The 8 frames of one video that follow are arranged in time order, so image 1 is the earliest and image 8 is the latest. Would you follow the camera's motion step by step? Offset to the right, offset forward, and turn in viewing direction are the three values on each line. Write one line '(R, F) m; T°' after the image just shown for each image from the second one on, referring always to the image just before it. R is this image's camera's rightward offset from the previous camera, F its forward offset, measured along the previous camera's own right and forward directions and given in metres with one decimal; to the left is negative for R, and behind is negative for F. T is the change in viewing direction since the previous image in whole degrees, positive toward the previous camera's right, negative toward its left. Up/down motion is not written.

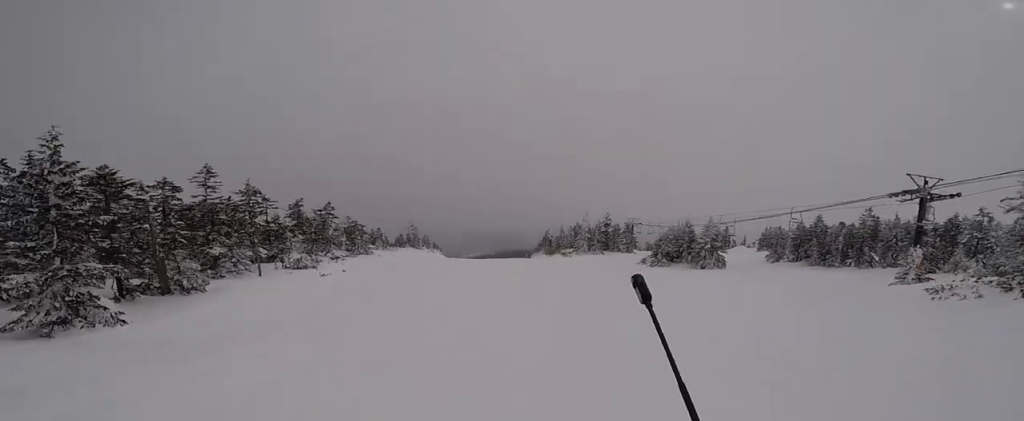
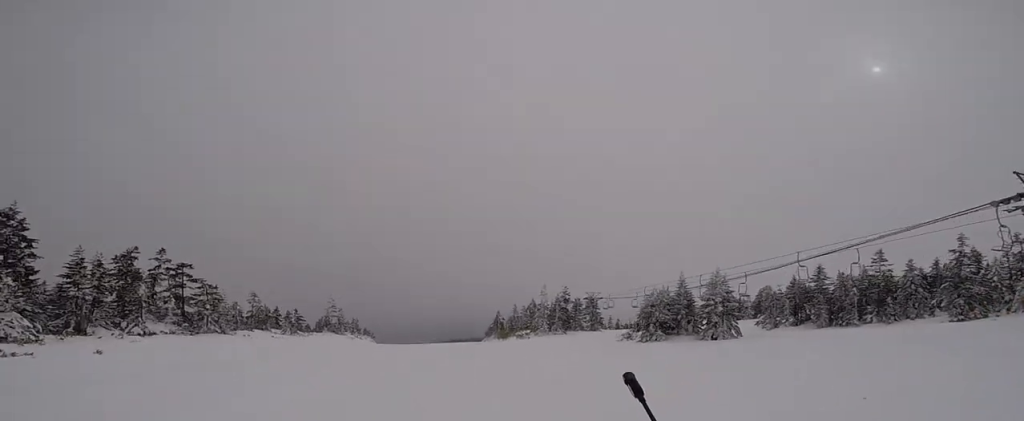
(0.0, +13.5) m; 0°
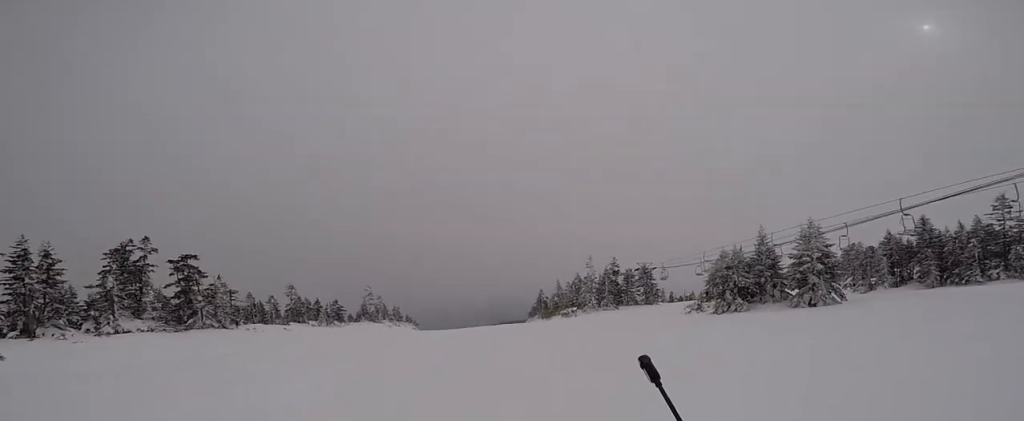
(0.0, +5.2) m; -7°
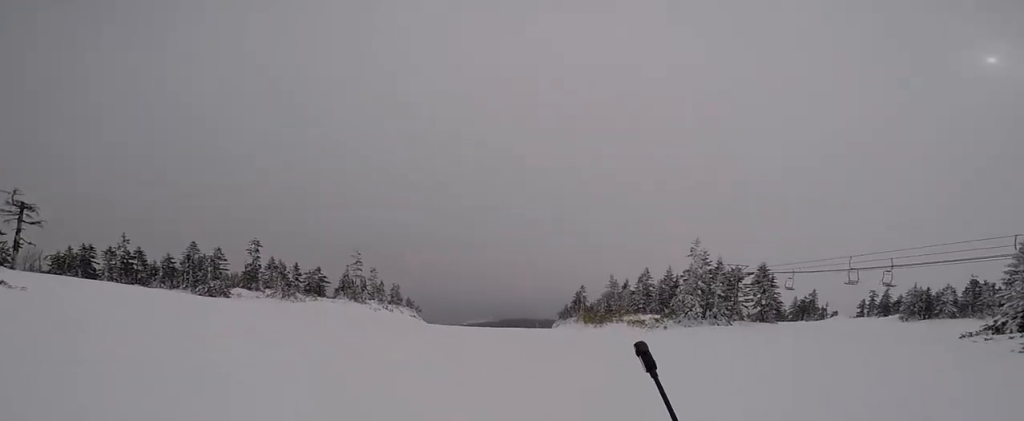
(-0.9, +19.3) m; +7°
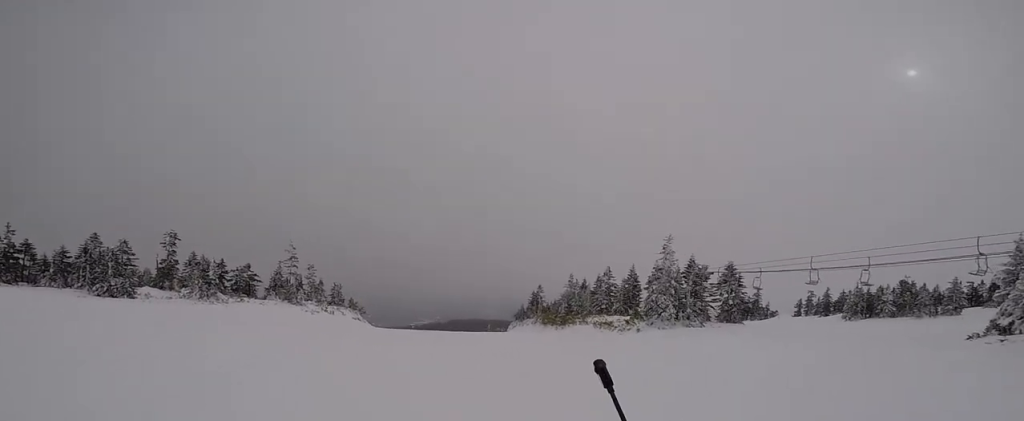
(-0.8, +3.6) m; +8°
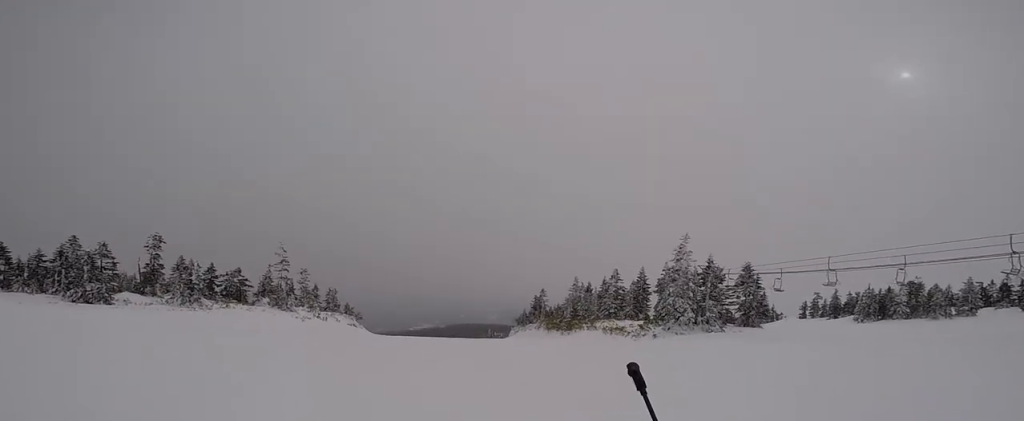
(+0.8, +2.4) m; +5°
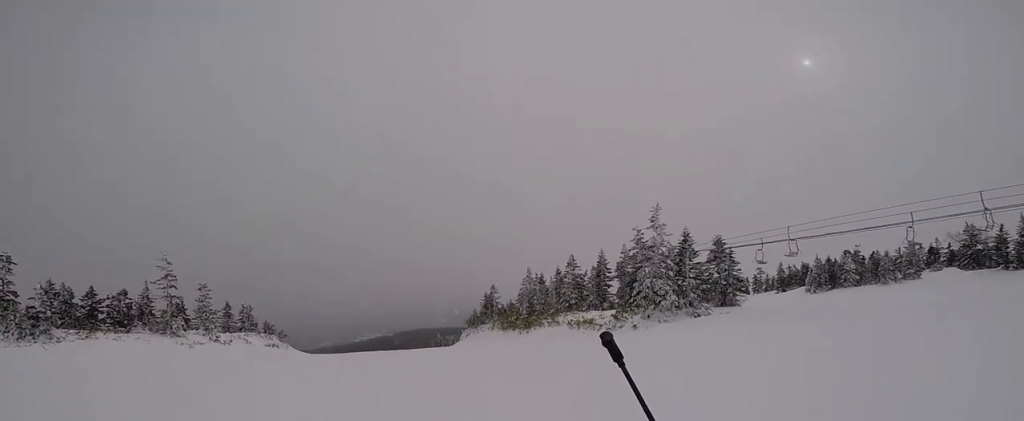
(+1.1, +6.3) m; +4°
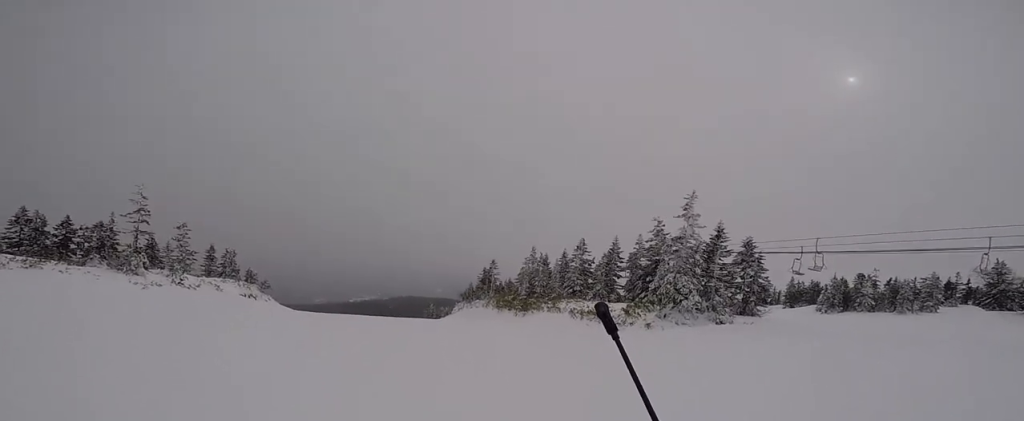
(-0.3, +3.4) m; -6°
